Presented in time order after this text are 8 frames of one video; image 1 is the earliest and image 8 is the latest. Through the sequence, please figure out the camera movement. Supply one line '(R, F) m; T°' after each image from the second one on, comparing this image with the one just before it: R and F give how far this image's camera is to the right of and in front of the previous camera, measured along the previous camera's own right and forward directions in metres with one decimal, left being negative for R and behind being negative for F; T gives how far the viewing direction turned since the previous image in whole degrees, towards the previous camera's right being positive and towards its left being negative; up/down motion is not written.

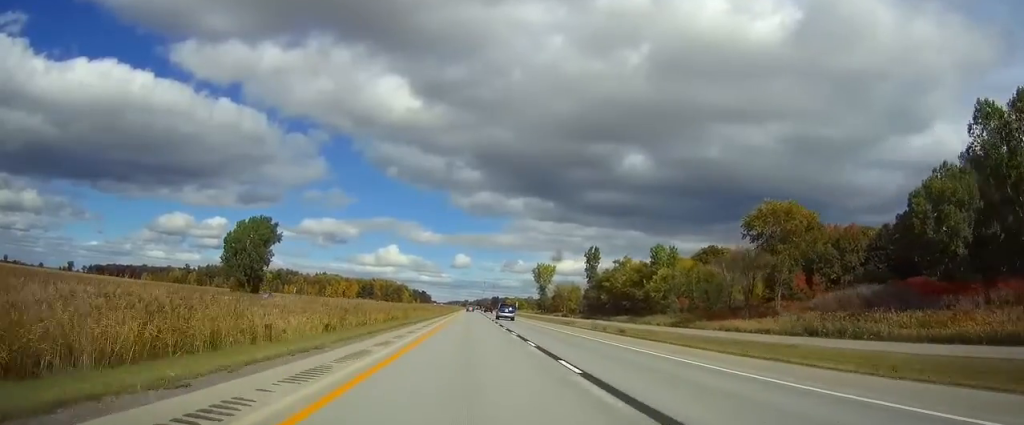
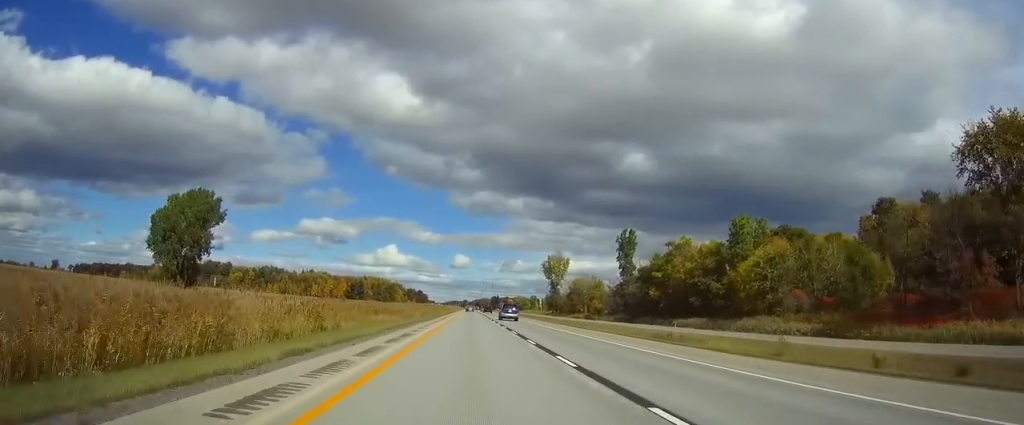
(+0.3, +52.3) m; 0°
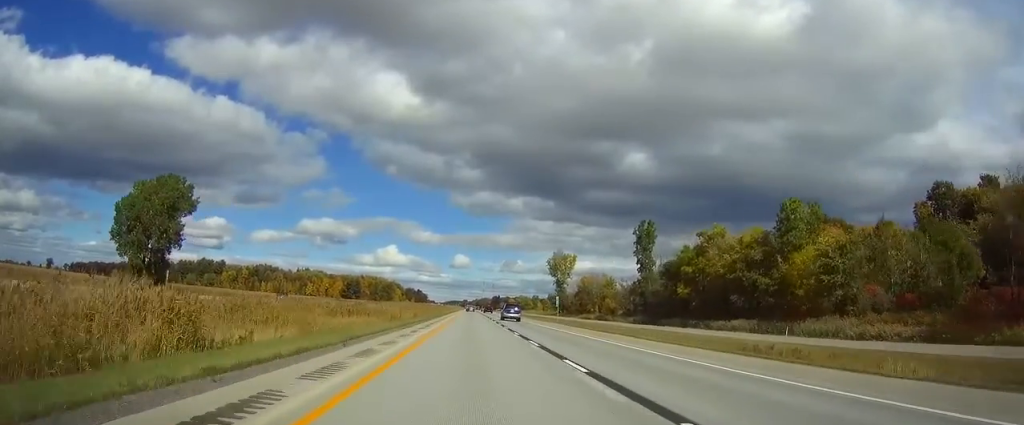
(0.0, +19.0) m; 0°
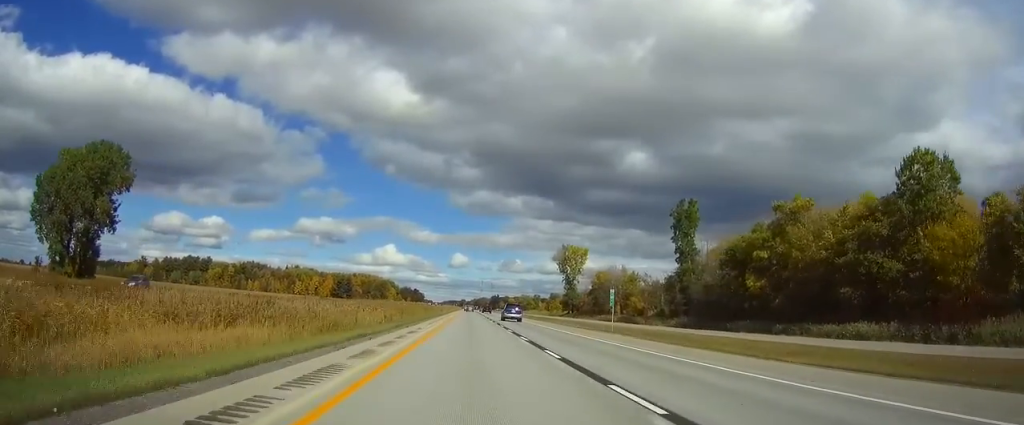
(0.0, +32.1) m; 0°
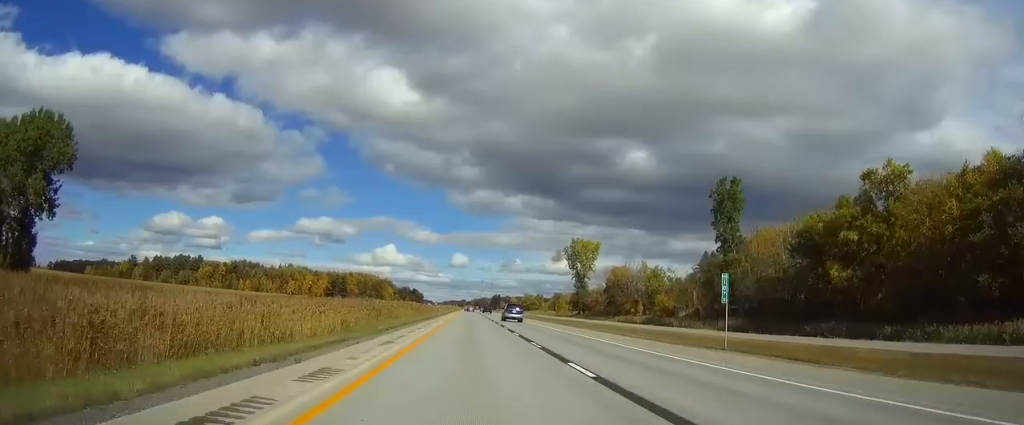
(0.0, +22.6) m; 0°
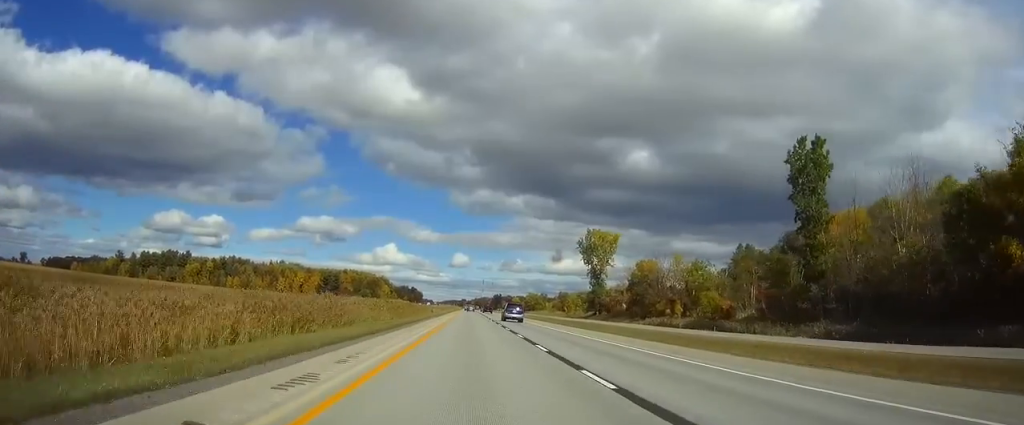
(0.0, +28.4) m; 0°
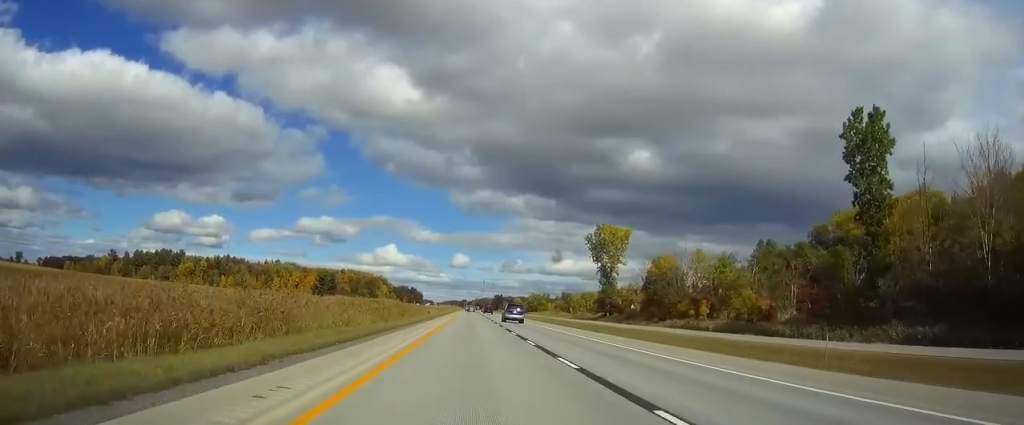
(0.0, +14.2) m; 0°
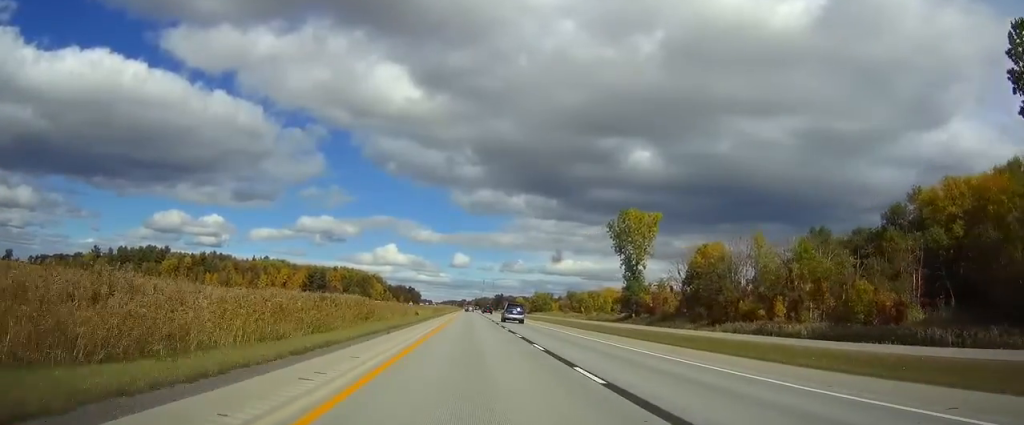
(+0.1, +29.6) m; 0°
